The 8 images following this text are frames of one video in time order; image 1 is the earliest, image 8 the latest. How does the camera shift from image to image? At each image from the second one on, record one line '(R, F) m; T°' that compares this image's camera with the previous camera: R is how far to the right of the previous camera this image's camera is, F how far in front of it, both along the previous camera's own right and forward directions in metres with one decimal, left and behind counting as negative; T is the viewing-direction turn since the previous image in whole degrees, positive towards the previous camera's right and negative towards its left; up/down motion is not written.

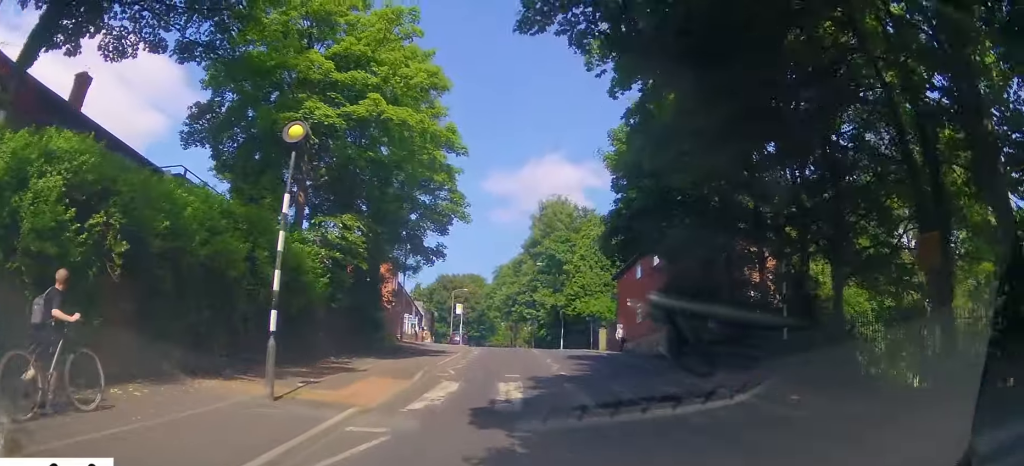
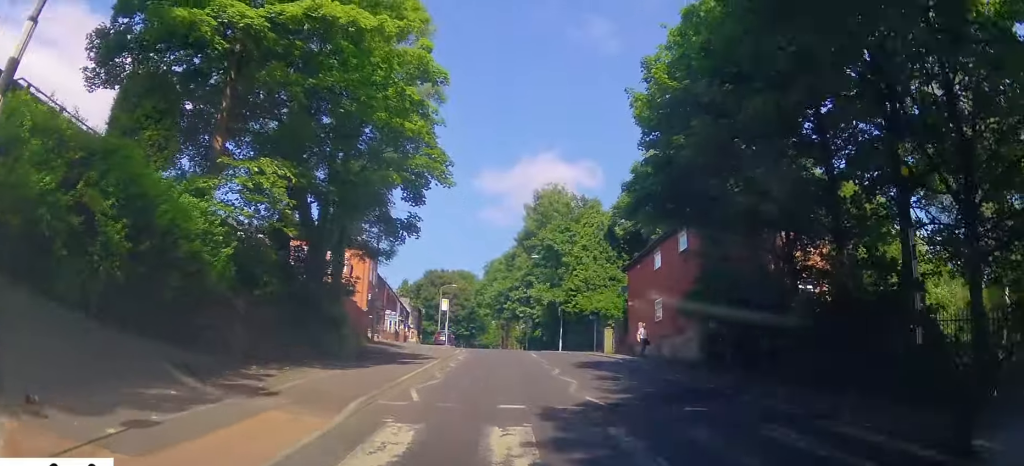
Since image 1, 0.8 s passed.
(+0.1, +6.0) m; +1°
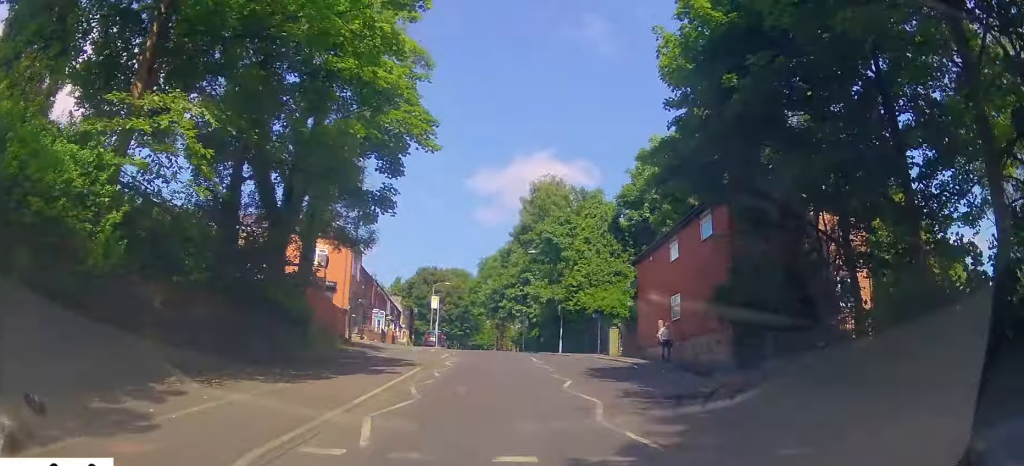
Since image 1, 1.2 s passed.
(+0.2, +3.7) m; -1°
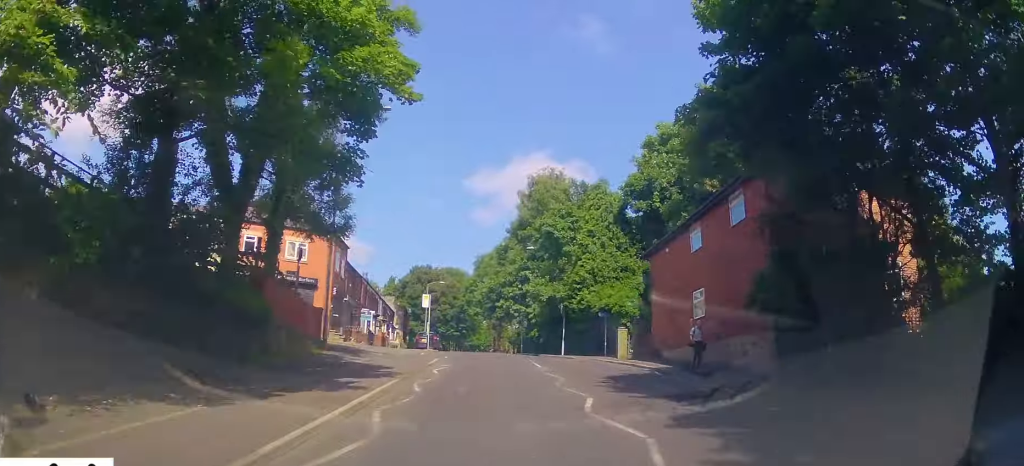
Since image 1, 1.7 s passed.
(0.0, +3.4) m; 0°
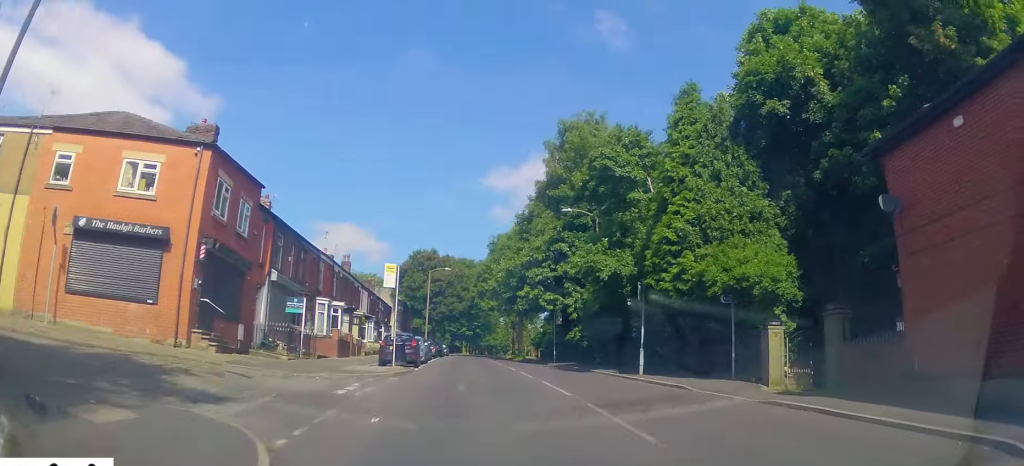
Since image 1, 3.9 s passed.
(-0.2, +17.9) m; -1°
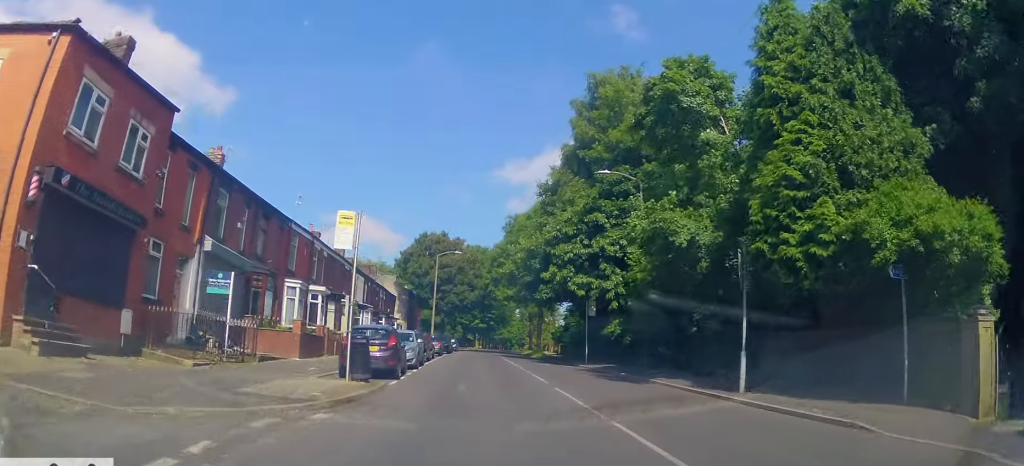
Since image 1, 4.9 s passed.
(-0.1, +8.3) m; 0°
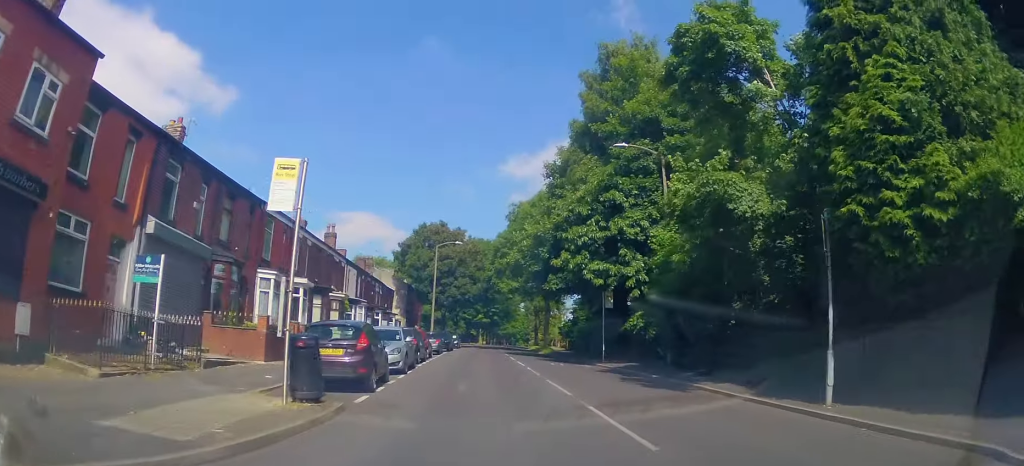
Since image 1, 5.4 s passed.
(+0.1, +4.0) m; +1°
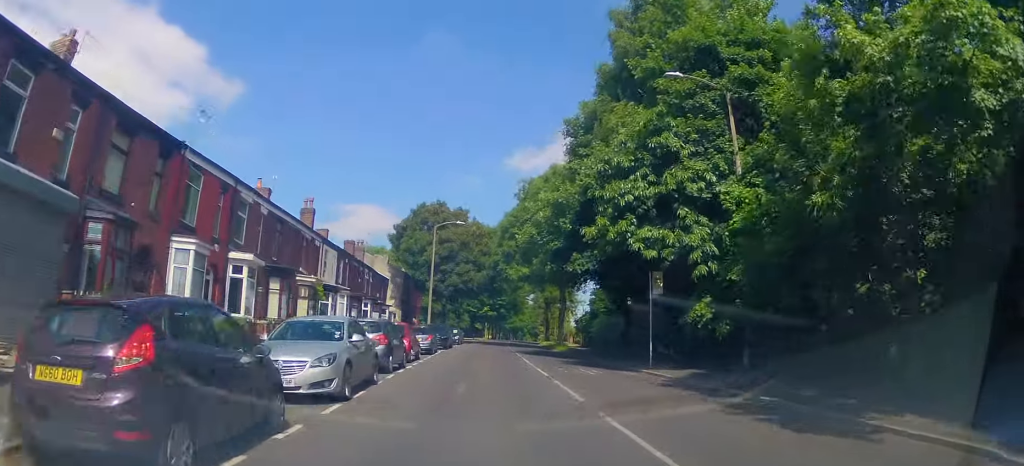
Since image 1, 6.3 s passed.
(-0.1, +7.9) m; -1°
